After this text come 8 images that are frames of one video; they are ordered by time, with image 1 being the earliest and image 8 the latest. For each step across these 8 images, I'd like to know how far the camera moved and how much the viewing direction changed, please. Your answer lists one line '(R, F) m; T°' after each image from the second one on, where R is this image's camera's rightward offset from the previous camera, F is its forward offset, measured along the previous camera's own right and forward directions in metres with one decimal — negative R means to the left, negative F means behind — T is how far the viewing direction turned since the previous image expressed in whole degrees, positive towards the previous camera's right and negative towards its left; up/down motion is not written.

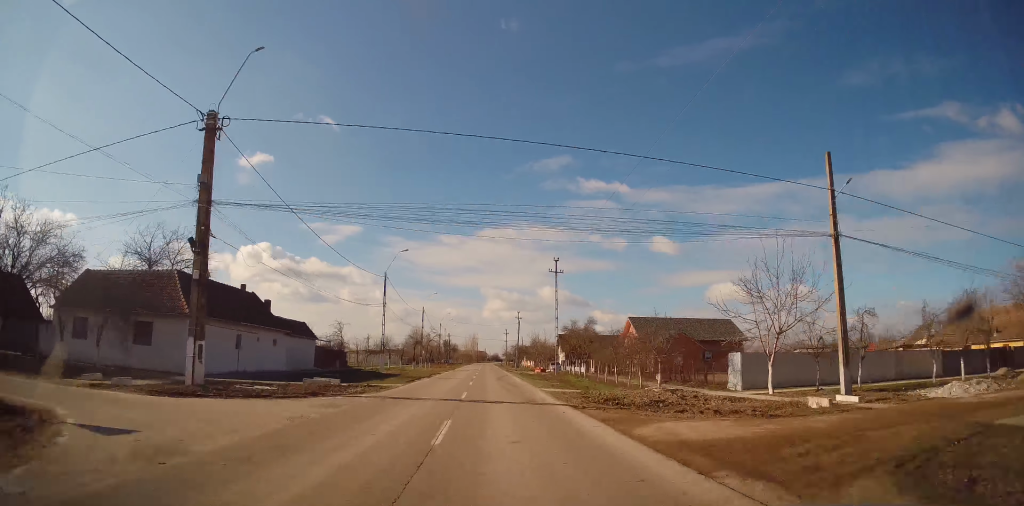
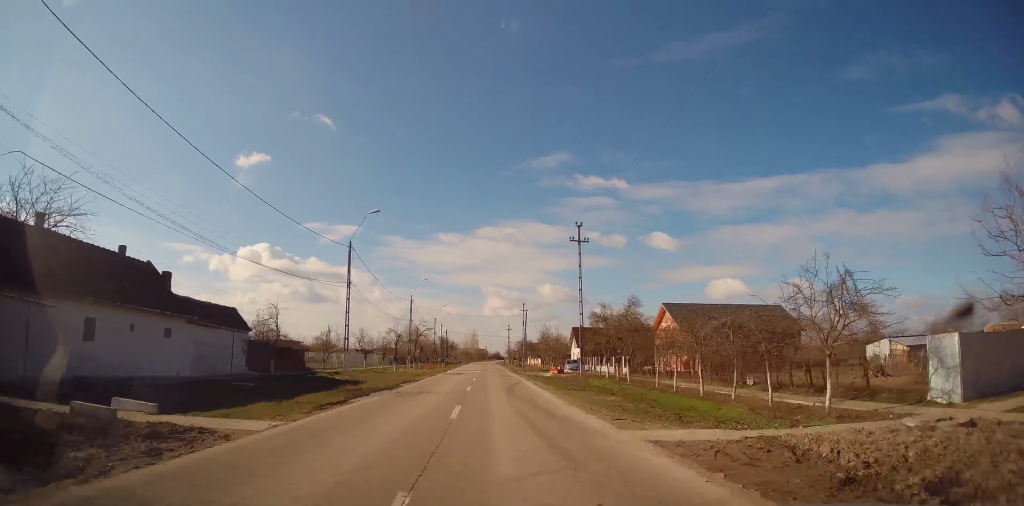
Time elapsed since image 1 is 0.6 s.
(-0.1, +14.8) m; 0°
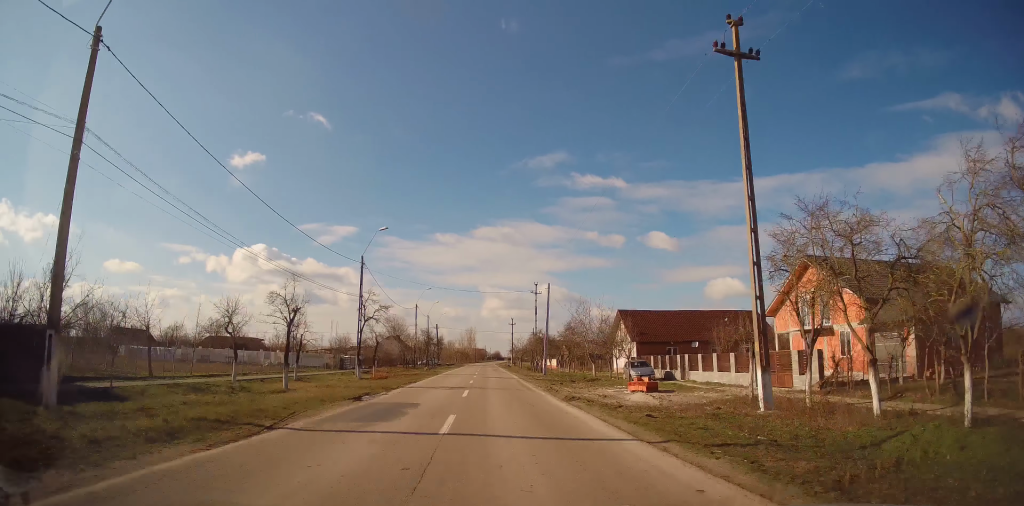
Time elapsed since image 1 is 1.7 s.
(+0.6, +29.6) m; +1°
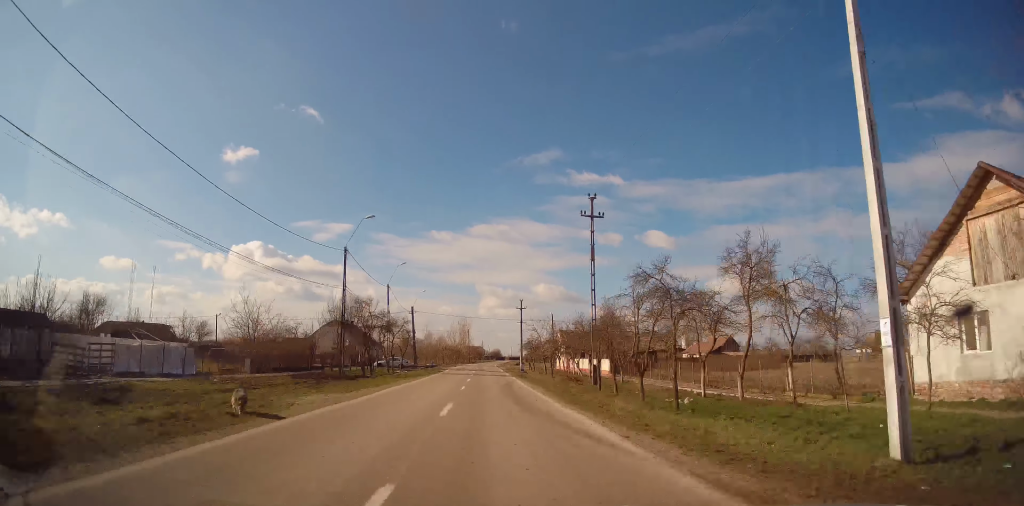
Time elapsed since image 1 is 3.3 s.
(0.0, +42.8) m; 0°
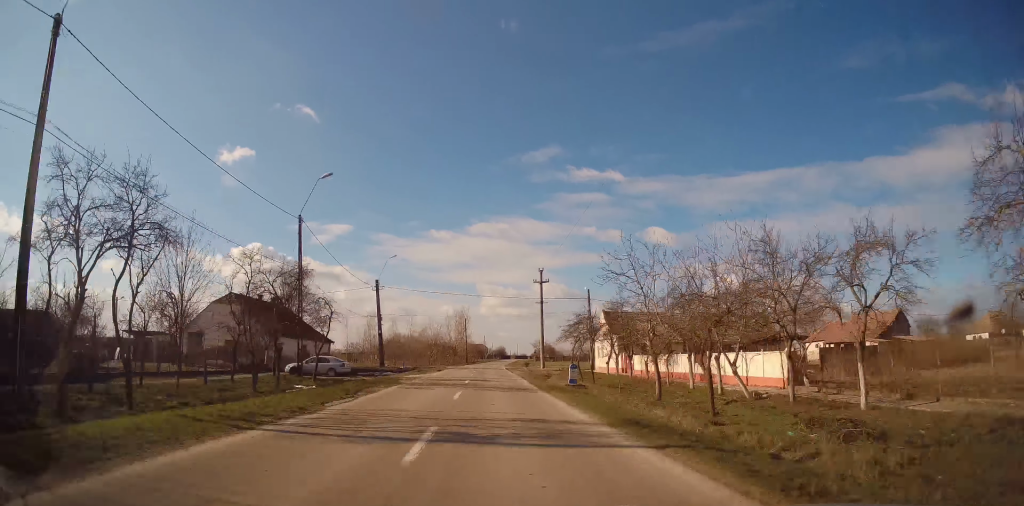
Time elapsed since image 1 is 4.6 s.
(-0.4, +32.3) m; -1°
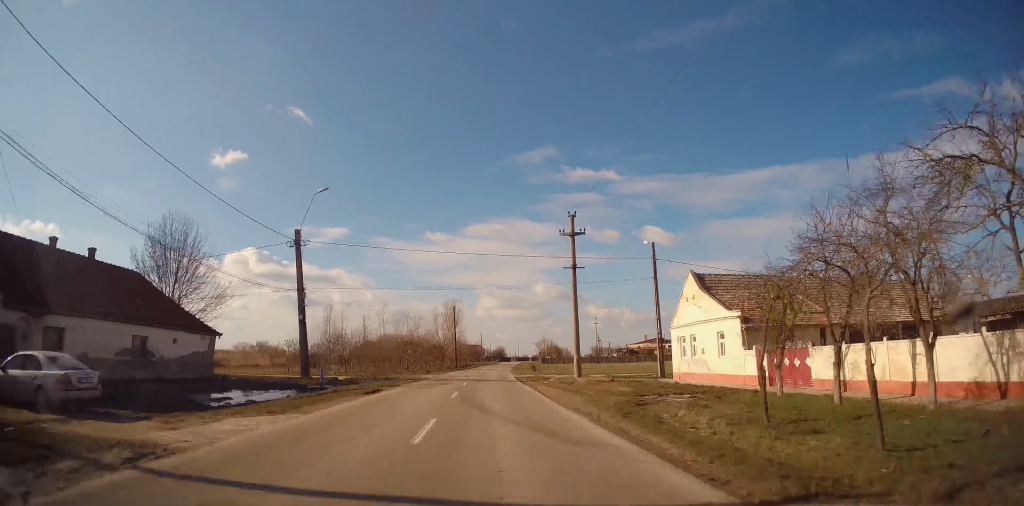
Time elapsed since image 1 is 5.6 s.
(-0.1, +26.2) m; +1°
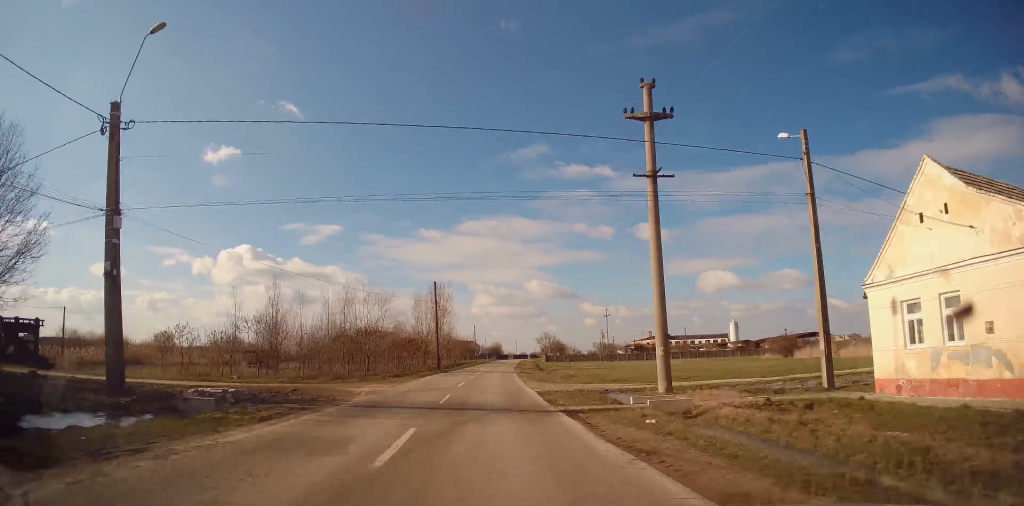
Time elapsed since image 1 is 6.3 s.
(+0.2, +20.1) m; +2°
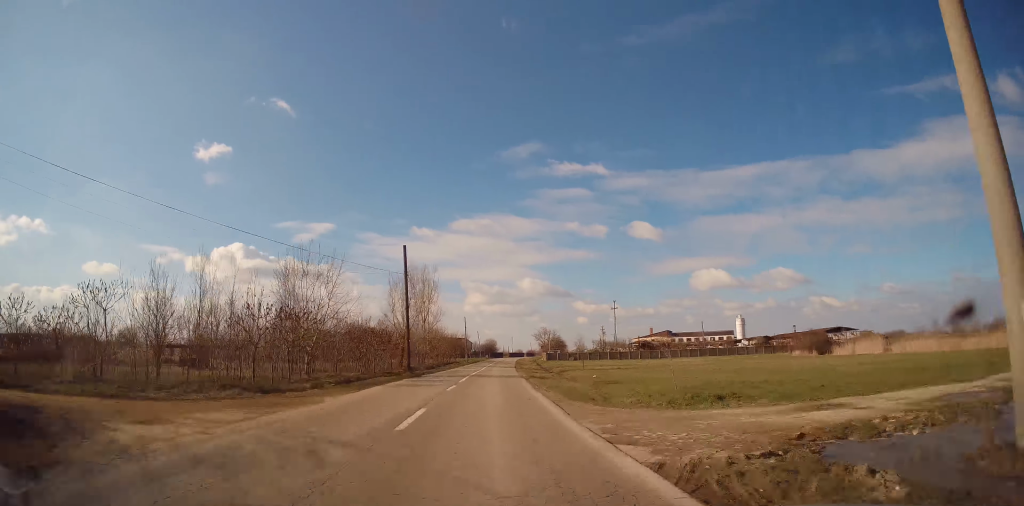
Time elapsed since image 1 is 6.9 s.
(+0.3, +14.9) m; +1°
